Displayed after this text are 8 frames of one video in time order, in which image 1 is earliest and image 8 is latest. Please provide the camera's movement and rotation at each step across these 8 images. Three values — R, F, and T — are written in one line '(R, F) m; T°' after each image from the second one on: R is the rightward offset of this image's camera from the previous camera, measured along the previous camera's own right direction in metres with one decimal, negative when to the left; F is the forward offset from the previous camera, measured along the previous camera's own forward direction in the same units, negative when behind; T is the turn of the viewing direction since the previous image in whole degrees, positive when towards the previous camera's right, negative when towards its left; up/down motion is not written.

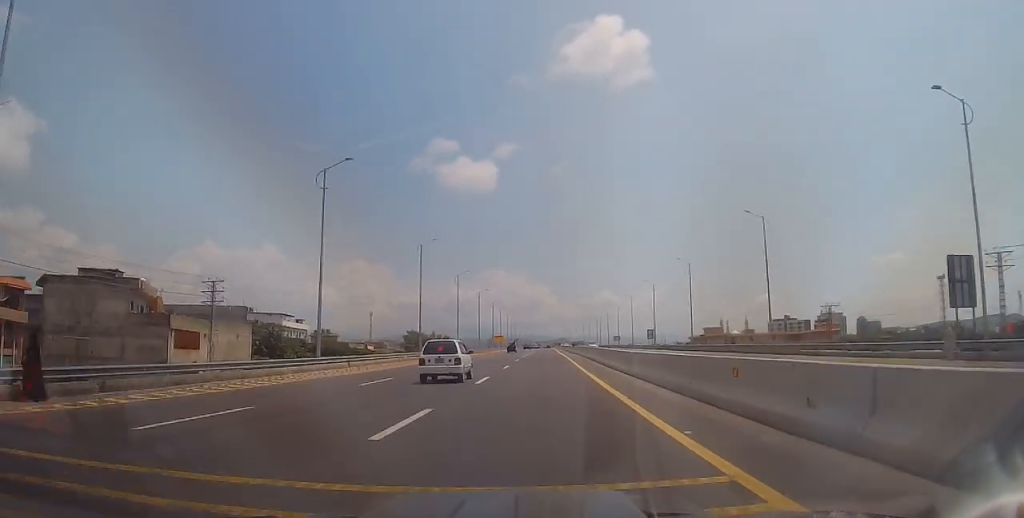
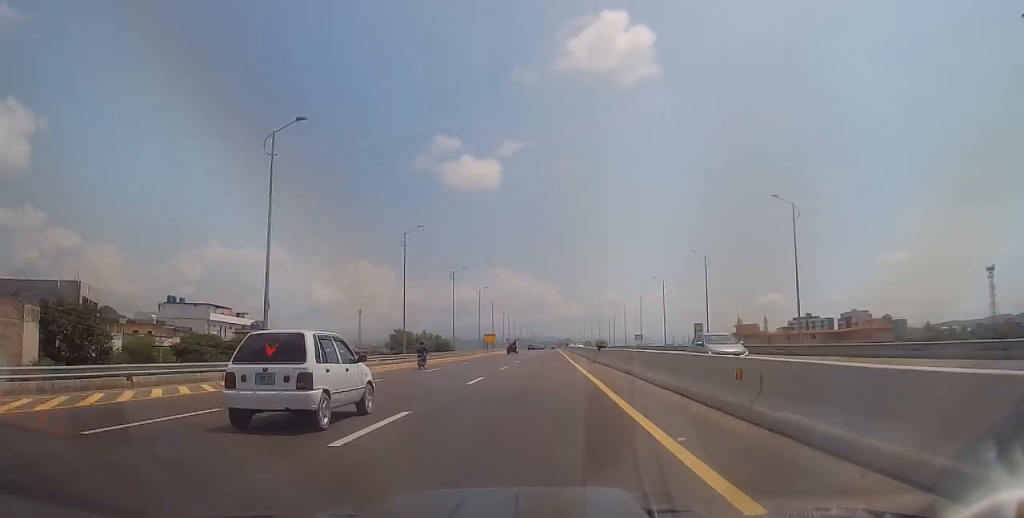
(-0.7, +36.7) m; -1°
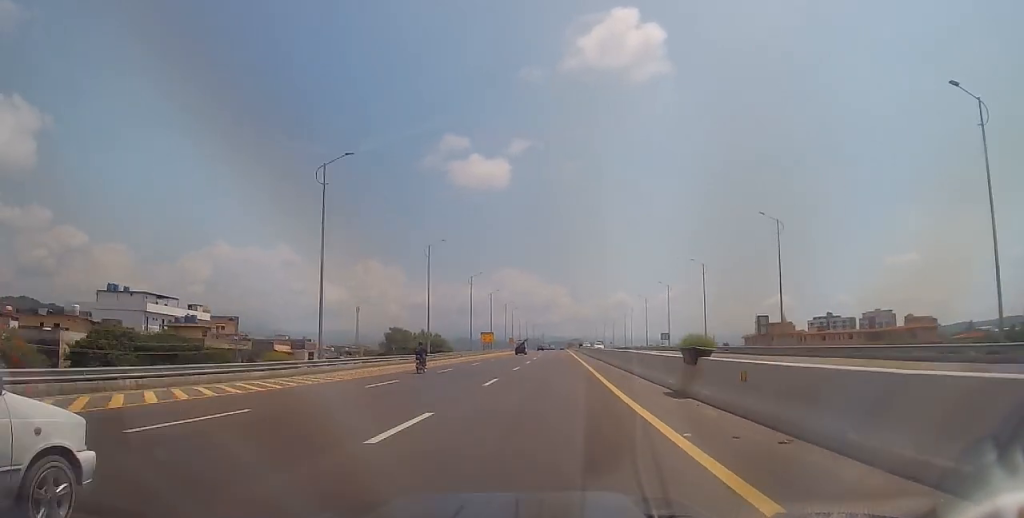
(0.0, +23.4) m; 0°
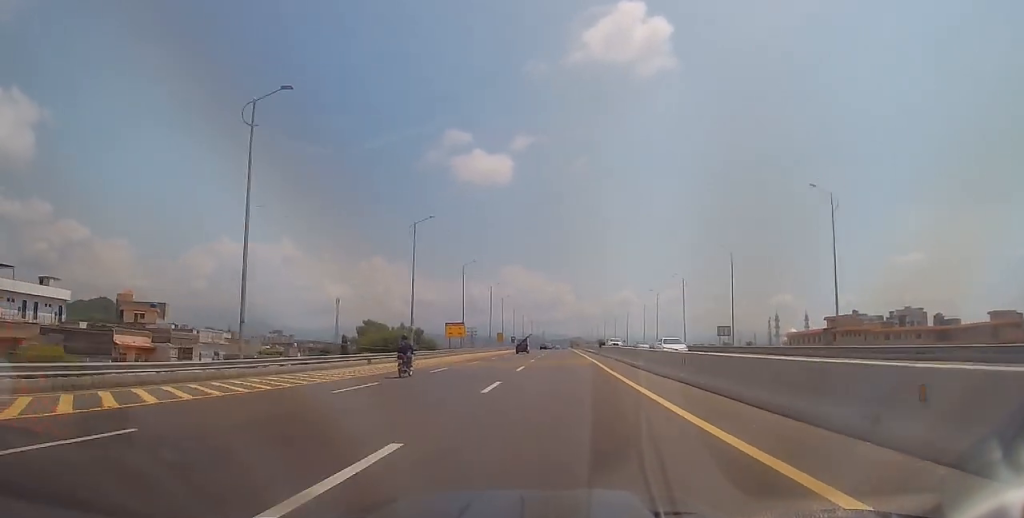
(0.0, +40.4) m; 0°
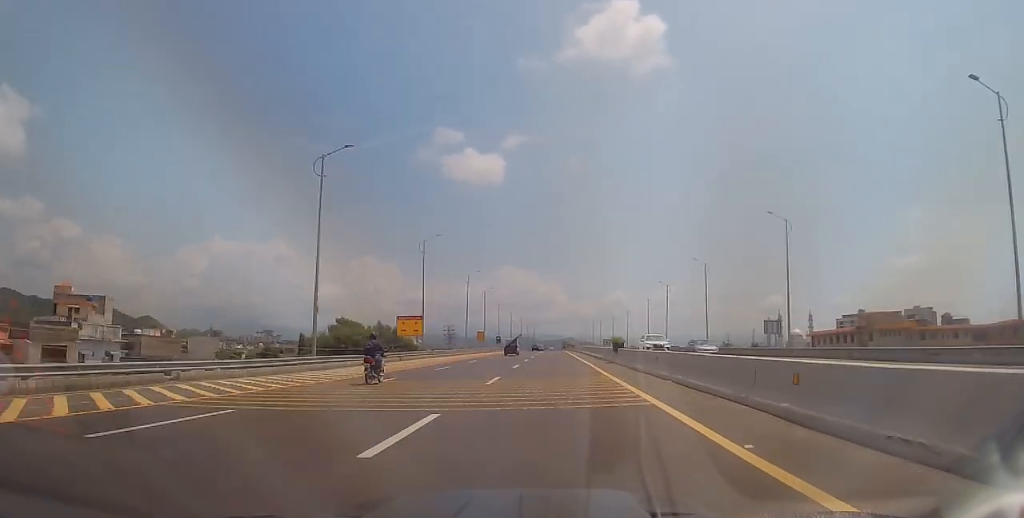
(0.0, +20.8) m; 0°
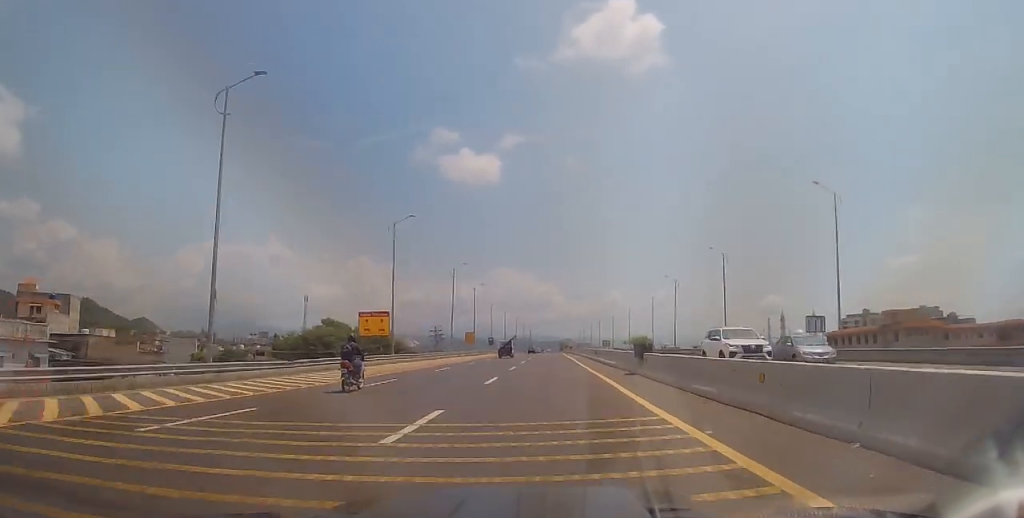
(0.0, +10.7) m; 0°
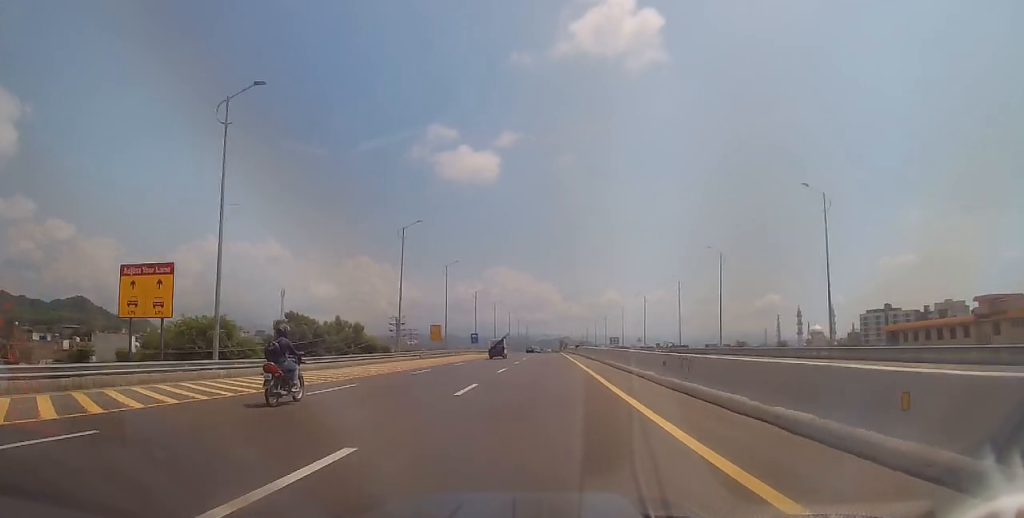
(+0.1, +29.1) m; +1°
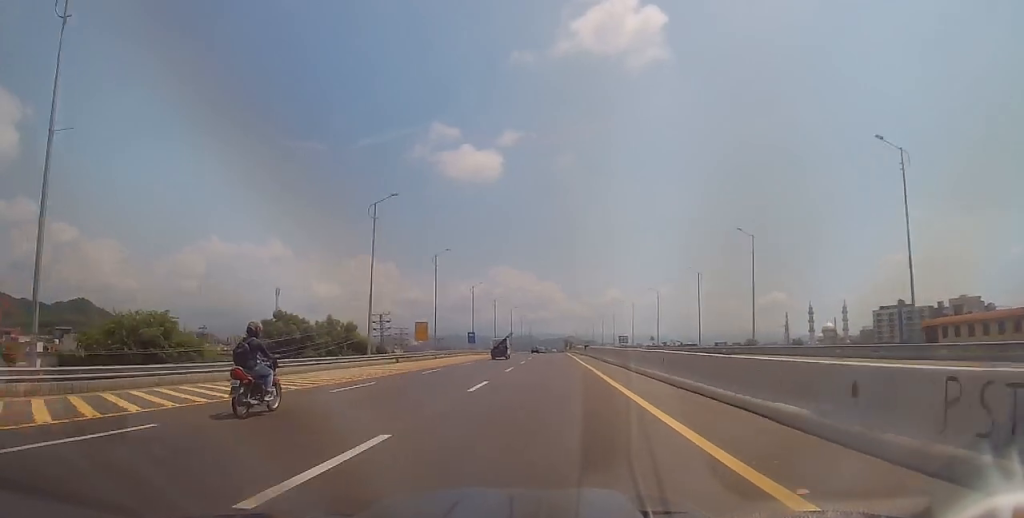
(+0.3, +10.7) m; -1°
